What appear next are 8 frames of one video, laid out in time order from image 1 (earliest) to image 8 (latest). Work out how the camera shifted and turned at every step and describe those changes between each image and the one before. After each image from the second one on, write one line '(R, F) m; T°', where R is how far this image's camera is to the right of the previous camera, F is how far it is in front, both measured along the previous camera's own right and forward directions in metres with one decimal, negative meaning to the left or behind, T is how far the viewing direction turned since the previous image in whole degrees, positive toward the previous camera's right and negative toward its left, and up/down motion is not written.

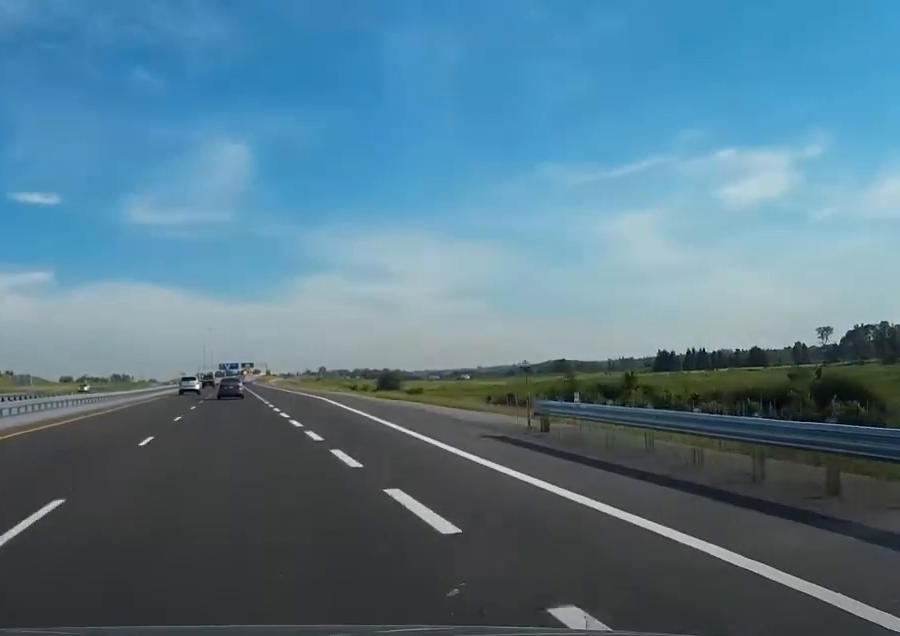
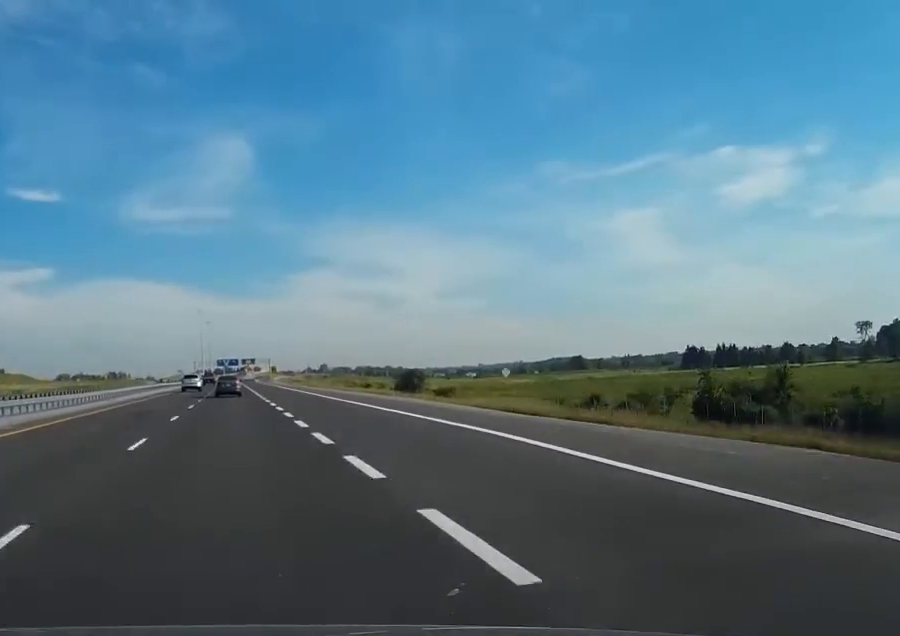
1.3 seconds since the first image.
(0.0, +37.8) m; 0°
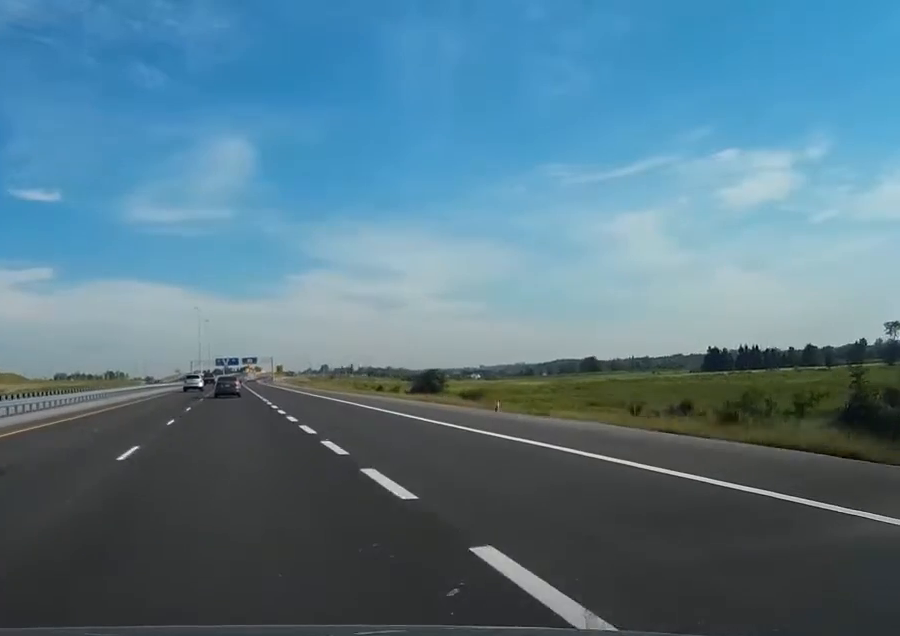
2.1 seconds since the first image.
(0.0, +25.9) m; 0°
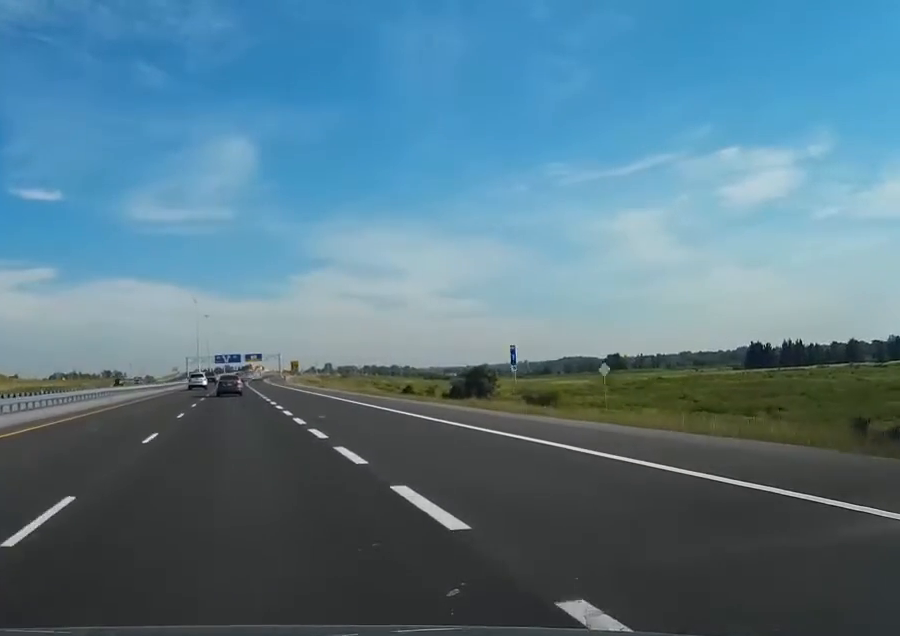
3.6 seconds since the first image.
(-0.1, +43.8) m; 0°
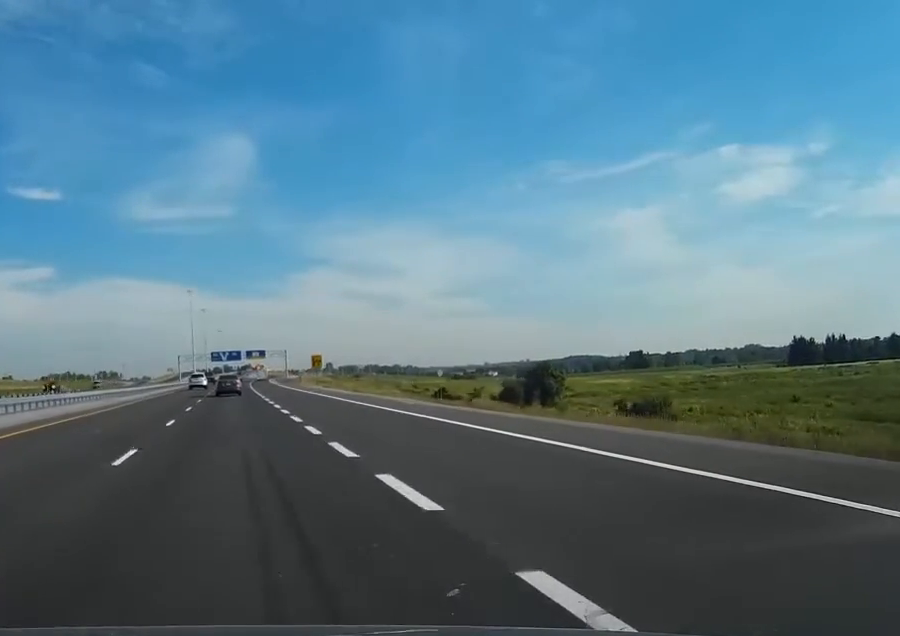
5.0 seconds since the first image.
(+0.1, +40.8) m; 0°
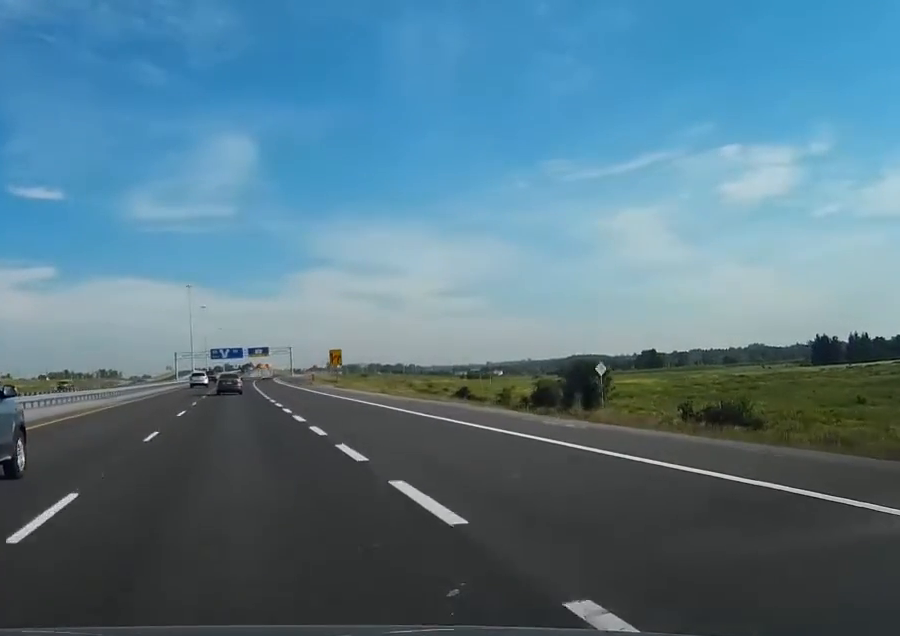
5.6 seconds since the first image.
(0.0, +18.9) m; 0°
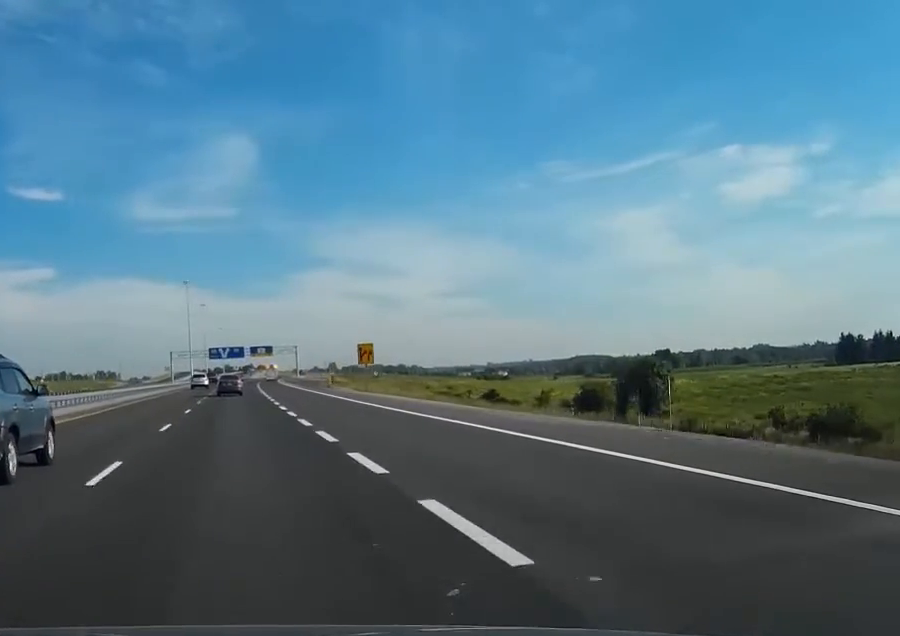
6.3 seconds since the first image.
(-0.1, +19.8) m; 0°
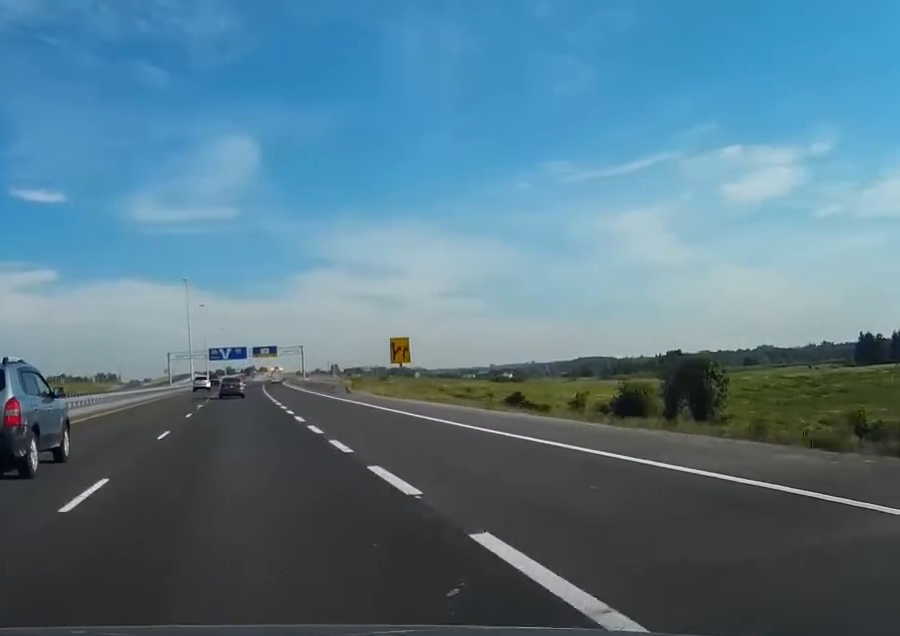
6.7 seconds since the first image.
(0.0, +13.8) m; 0°
